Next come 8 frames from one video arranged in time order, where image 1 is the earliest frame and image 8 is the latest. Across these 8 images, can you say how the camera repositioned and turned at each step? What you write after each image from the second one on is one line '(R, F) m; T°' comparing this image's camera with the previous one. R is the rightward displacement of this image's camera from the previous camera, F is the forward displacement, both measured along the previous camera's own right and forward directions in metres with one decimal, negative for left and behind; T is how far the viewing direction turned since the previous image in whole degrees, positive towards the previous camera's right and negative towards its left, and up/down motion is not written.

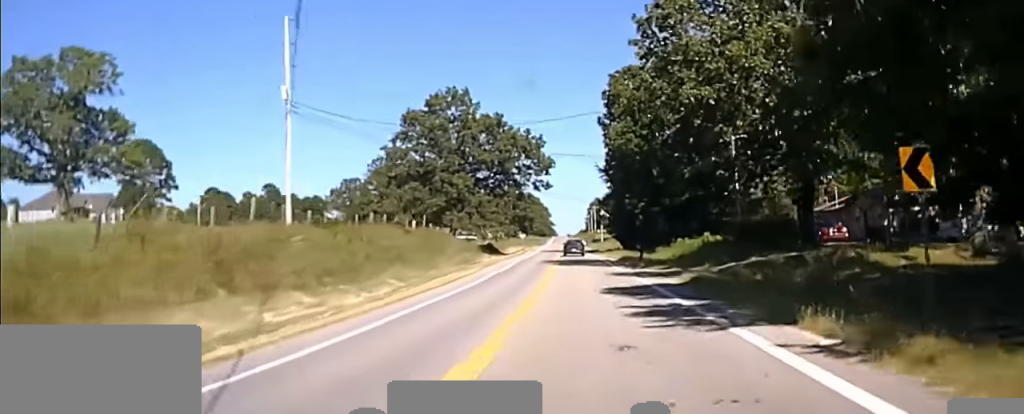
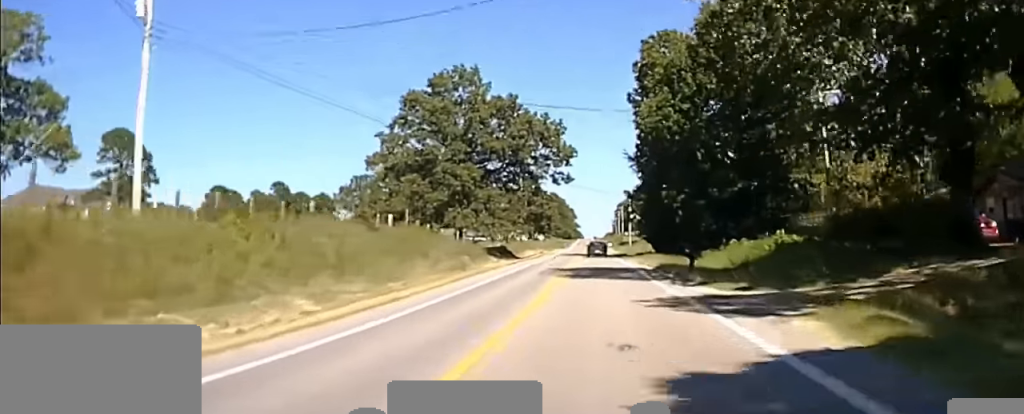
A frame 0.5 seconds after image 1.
(-1.3, +17.6) m; -2°
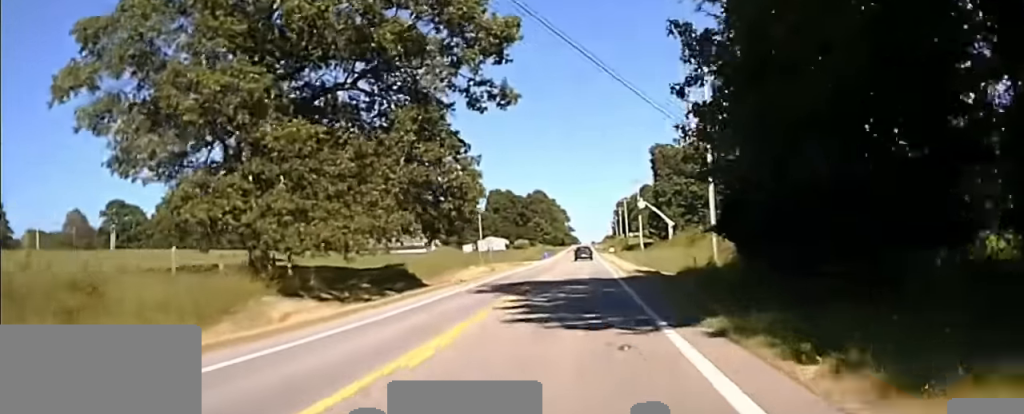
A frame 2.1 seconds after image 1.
(-3.3, +74.8) m; -3°
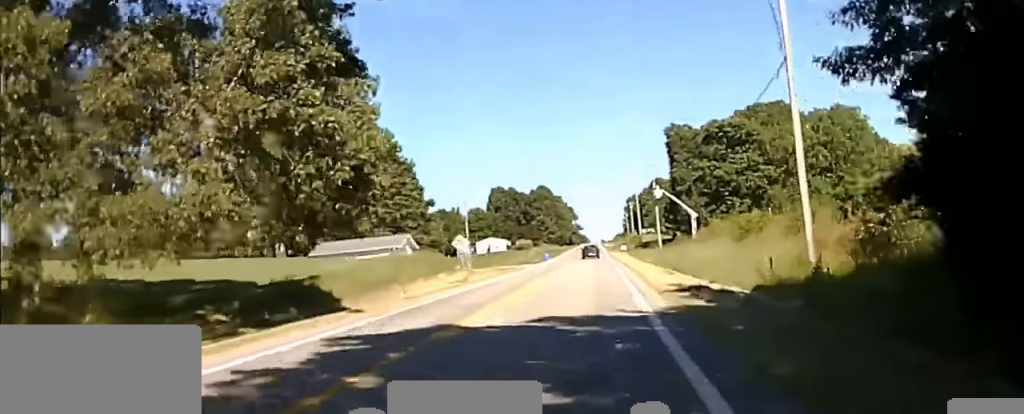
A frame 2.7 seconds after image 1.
(-0.2, +28.7) m; 0°
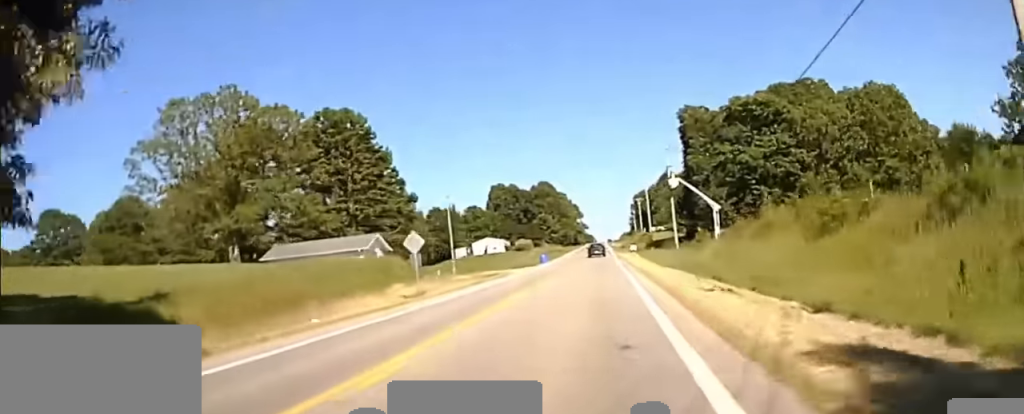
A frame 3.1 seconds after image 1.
(-0.1, +21.5) m; 0°
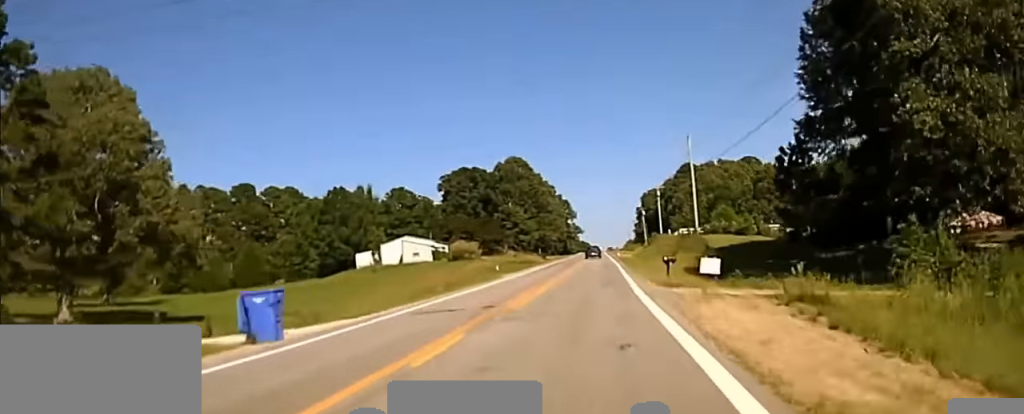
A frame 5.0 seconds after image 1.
(+0.1, +75.7) m; 0°
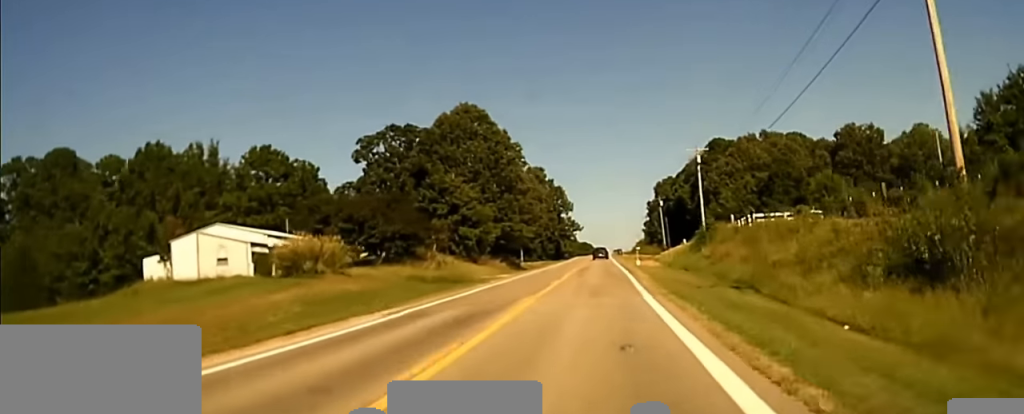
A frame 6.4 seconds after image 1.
(+0.1, +53.8) m; 0°
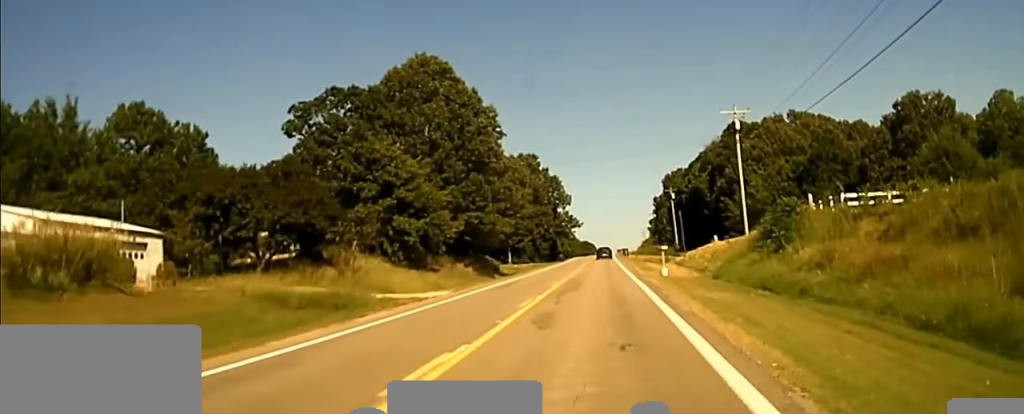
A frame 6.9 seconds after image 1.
(+0.1, +23.9) m; 0°
